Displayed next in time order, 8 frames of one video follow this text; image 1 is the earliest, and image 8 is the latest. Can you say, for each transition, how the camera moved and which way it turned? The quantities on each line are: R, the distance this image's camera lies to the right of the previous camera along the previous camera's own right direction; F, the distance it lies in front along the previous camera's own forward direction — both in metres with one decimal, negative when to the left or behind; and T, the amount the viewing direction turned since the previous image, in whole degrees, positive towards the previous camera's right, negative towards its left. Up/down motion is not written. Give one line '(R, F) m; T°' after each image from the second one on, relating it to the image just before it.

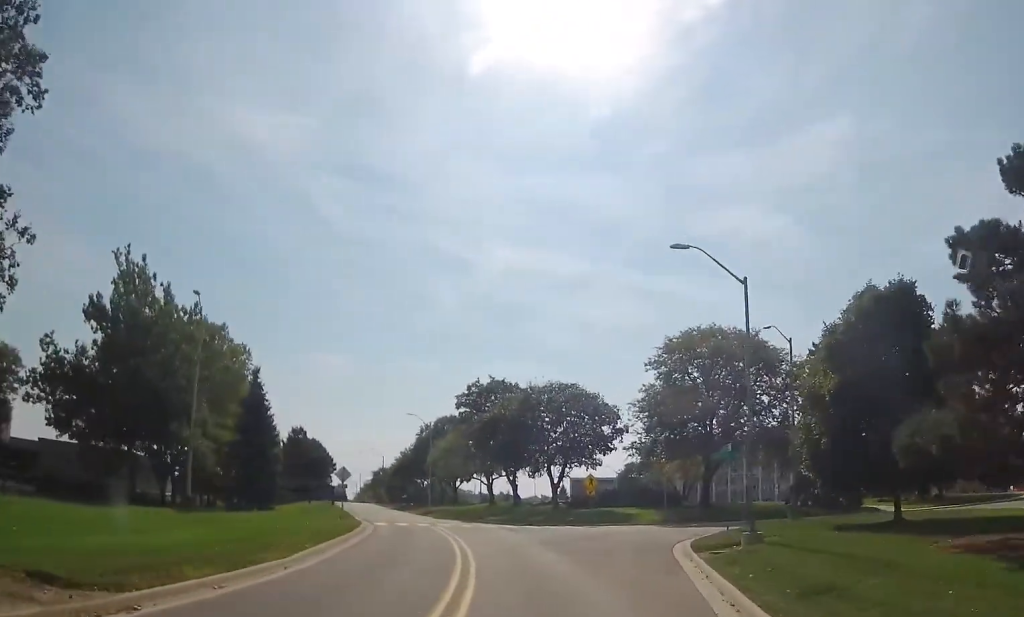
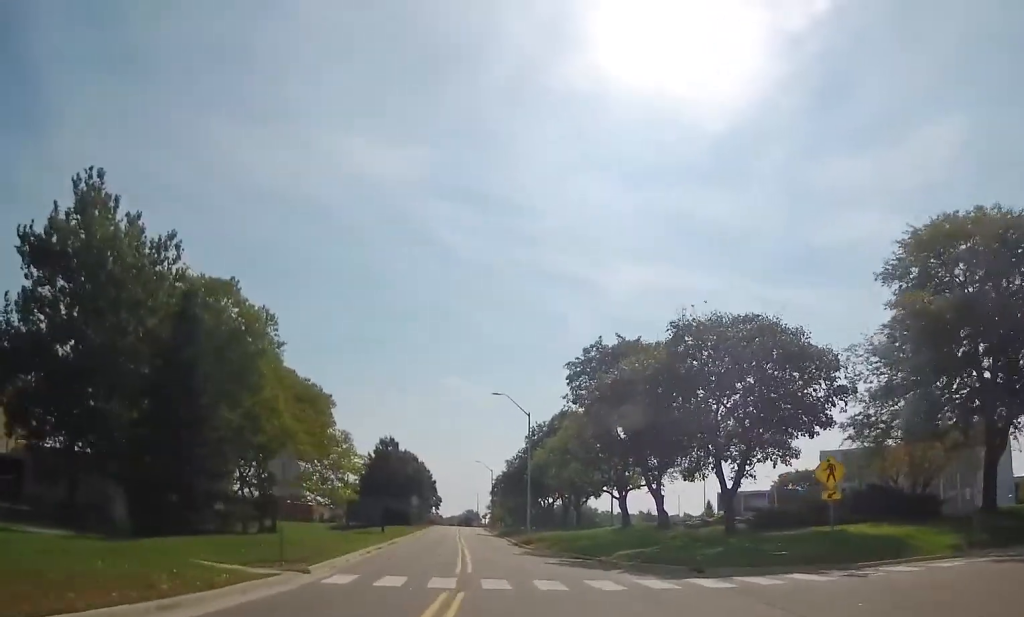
(-2.7, +24.1) m; -13°
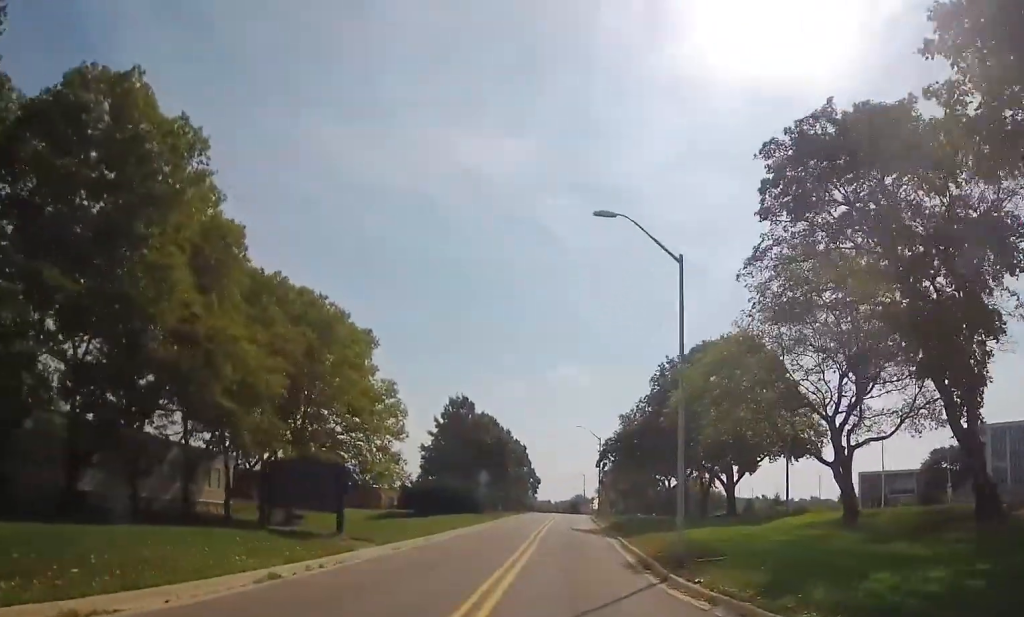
(-2.8, +26.9) m; -10°
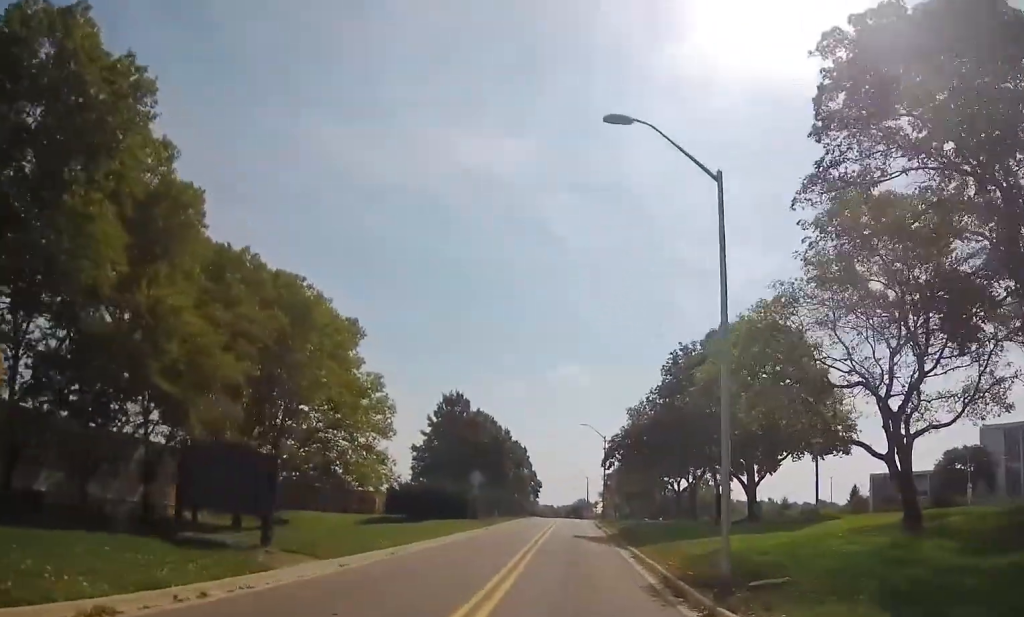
(0.0, +5.4) m; 0°
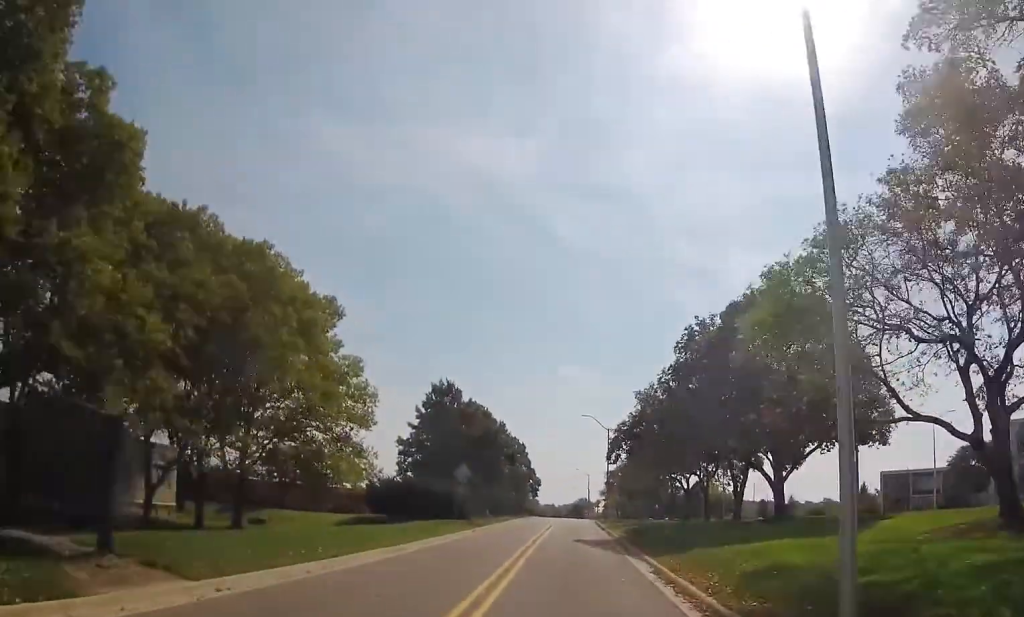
(0.0, +6.0) m; 0°
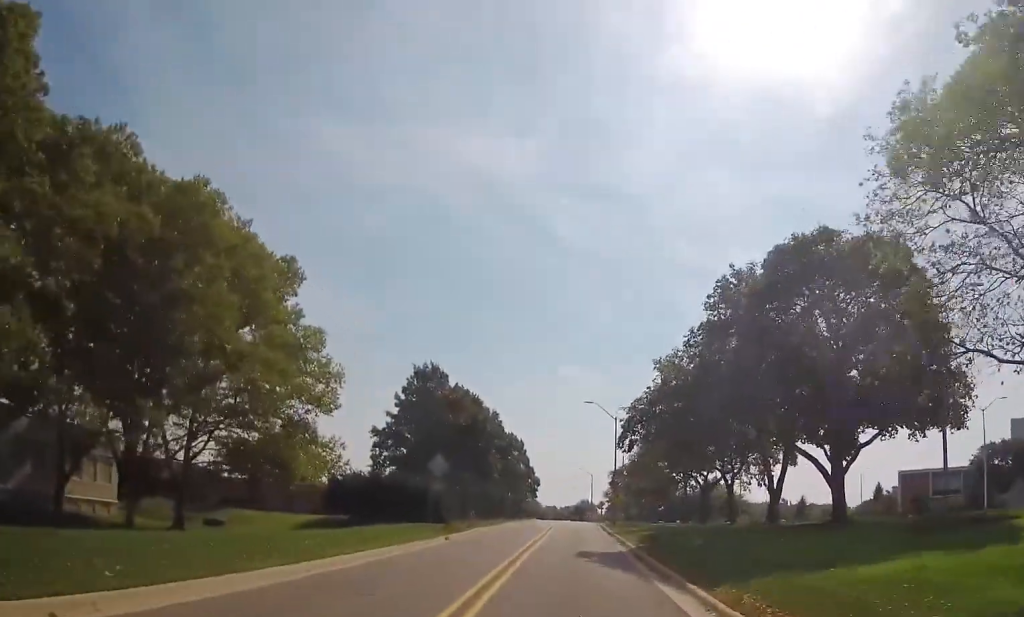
(0.0, +9.0) m; -1°
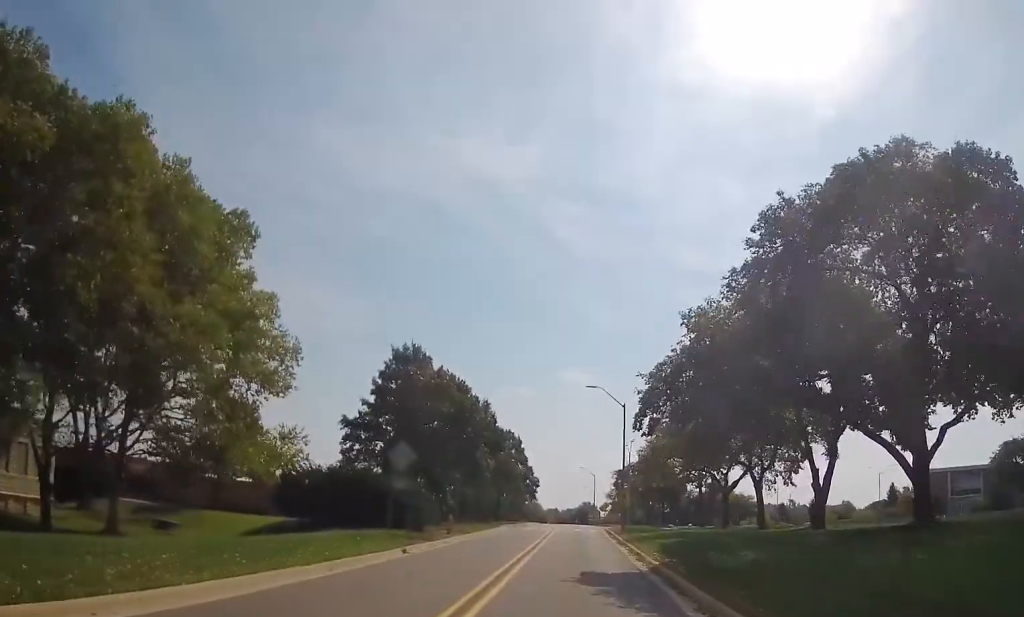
(0.0, +7.8) m; -1°
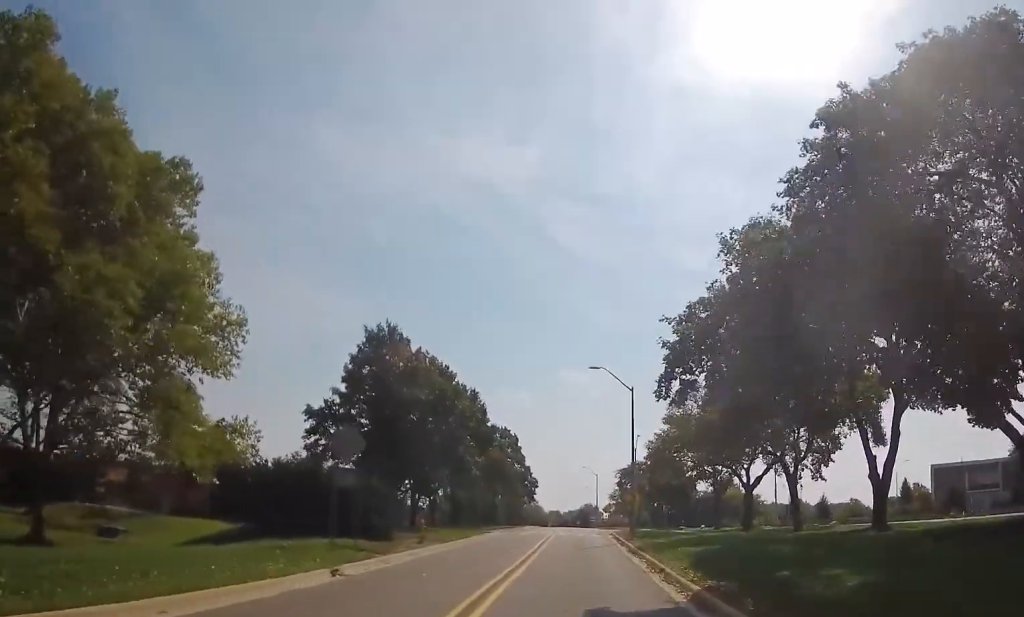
(-0.3, +6.9) m; +1°
